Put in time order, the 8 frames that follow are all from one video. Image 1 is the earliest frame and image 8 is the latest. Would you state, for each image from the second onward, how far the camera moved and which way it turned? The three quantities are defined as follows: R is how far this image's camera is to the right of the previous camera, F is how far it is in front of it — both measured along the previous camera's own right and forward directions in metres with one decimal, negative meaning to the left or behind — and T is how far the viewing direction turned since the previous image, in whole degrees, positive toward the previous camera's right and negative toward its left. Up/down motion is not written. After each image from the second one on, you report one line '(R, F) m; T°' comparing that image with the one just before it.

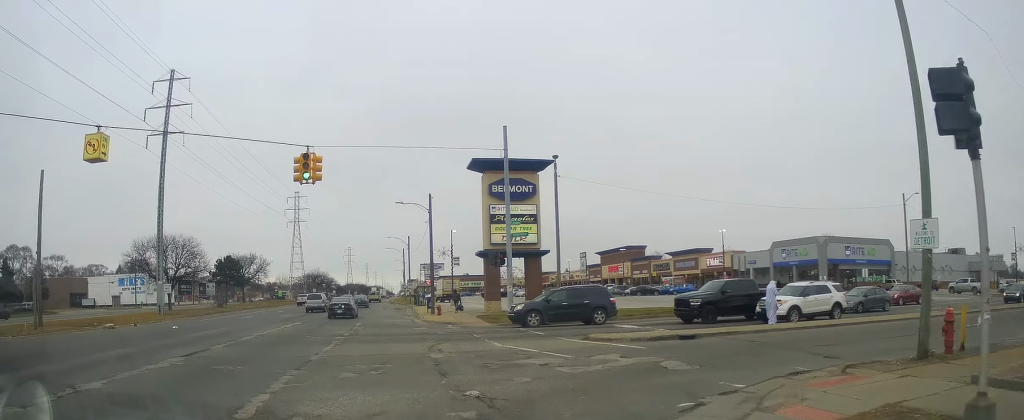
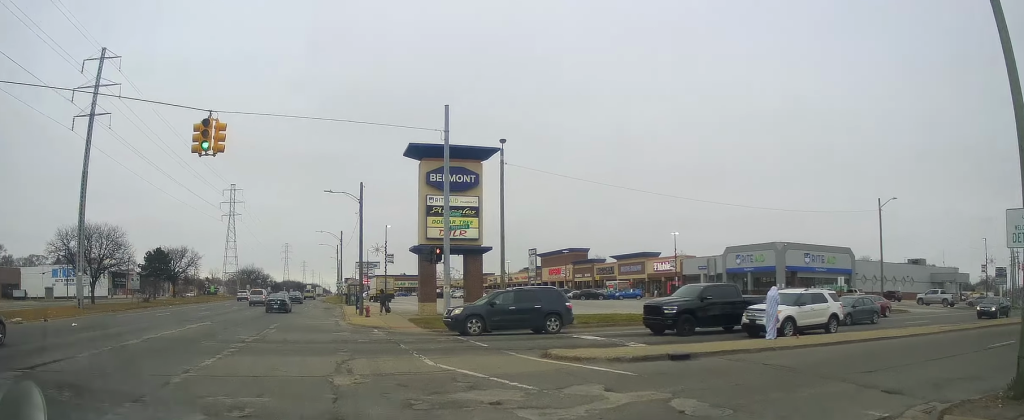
(-0.1, +6.7) m; +2°
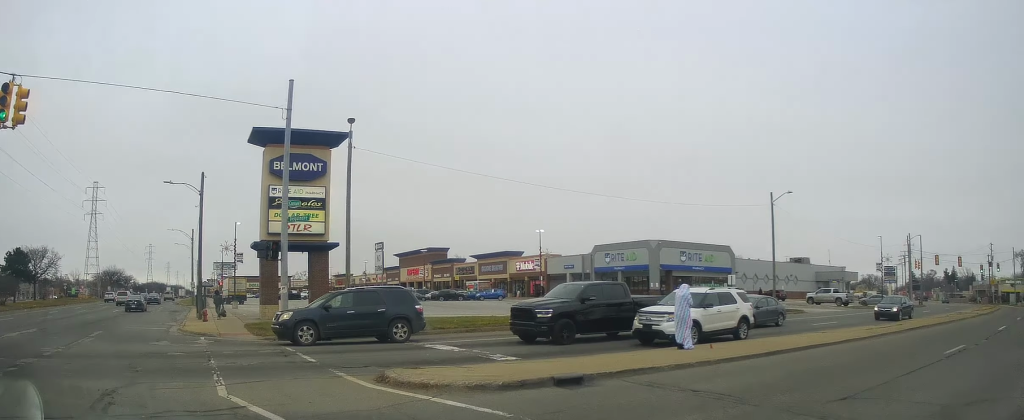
(+0.2, +5.9) m; +6°
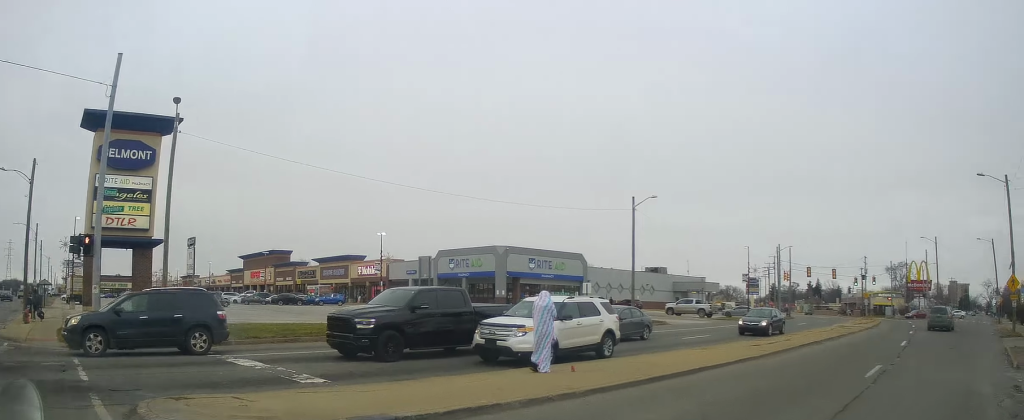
(0.0, +4.6) m; +7°
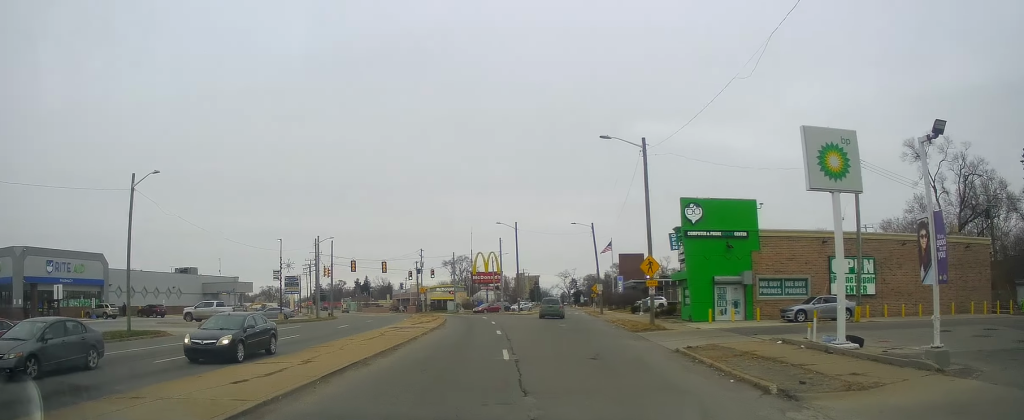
(+3.8, +8.8) m; +48°
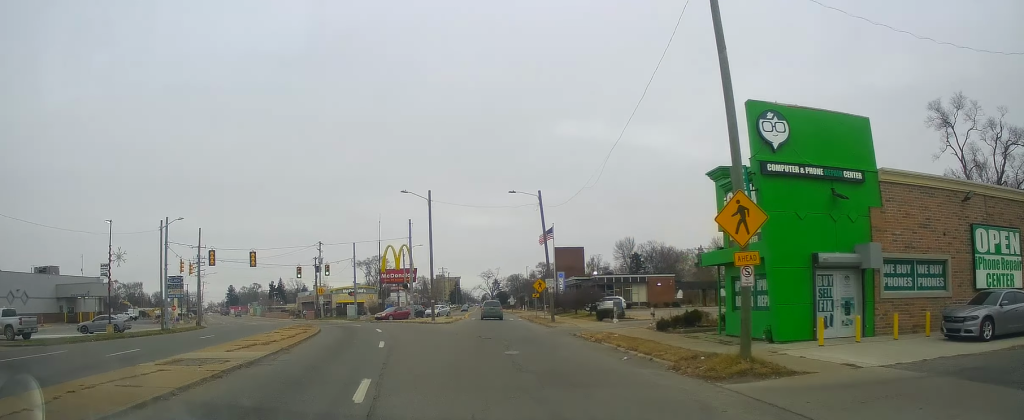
(+5.2, +15.7) m; +21°
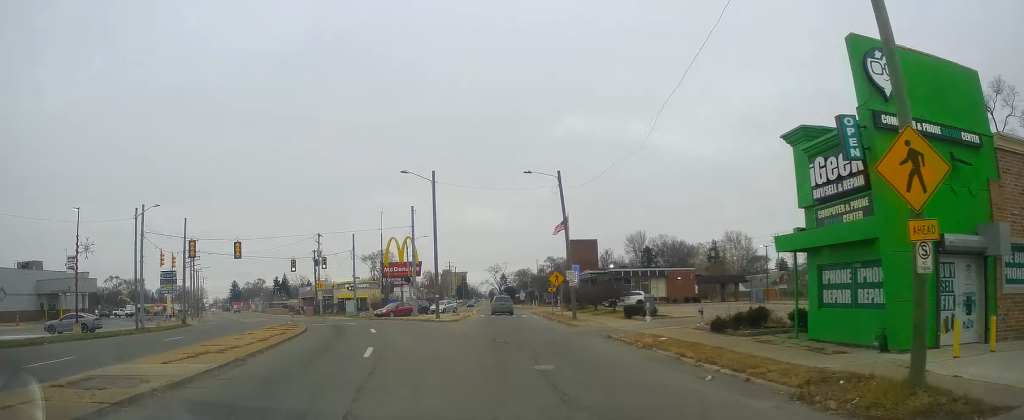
(0.0, +5.0) m; 0°
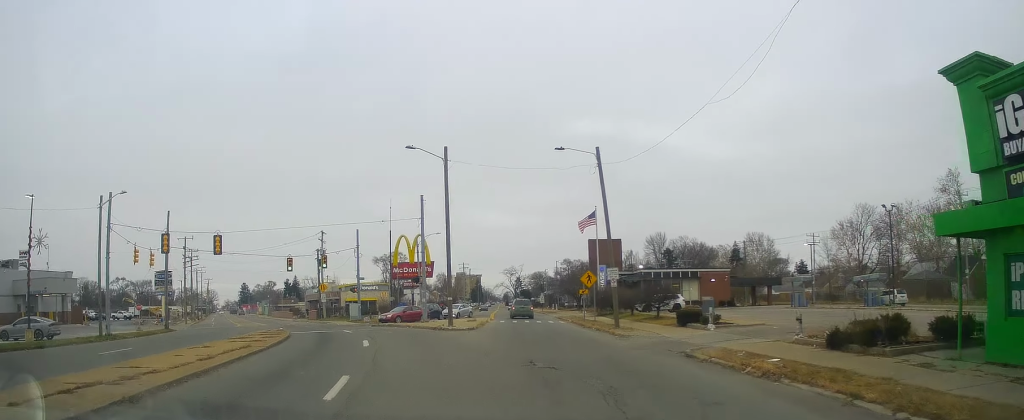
(0.0, +6.2) m; -1°
